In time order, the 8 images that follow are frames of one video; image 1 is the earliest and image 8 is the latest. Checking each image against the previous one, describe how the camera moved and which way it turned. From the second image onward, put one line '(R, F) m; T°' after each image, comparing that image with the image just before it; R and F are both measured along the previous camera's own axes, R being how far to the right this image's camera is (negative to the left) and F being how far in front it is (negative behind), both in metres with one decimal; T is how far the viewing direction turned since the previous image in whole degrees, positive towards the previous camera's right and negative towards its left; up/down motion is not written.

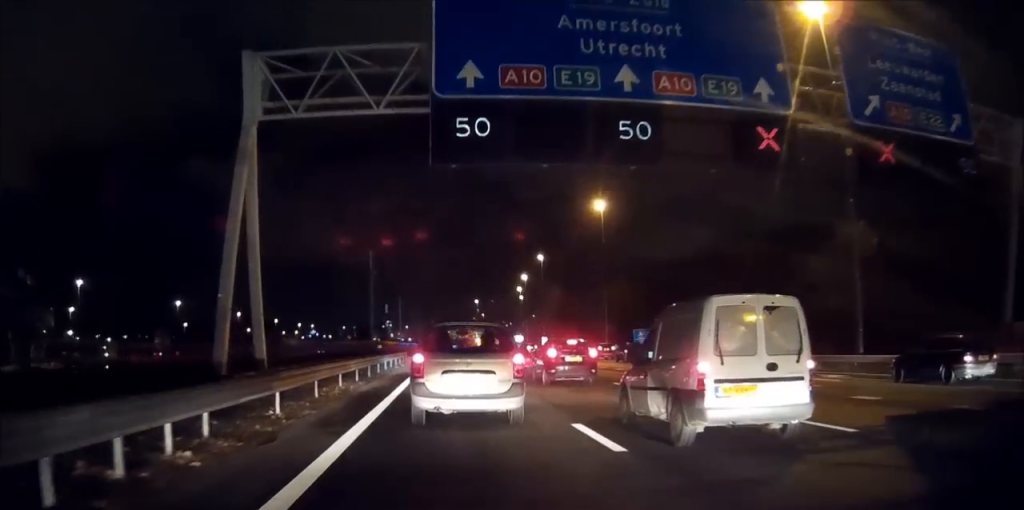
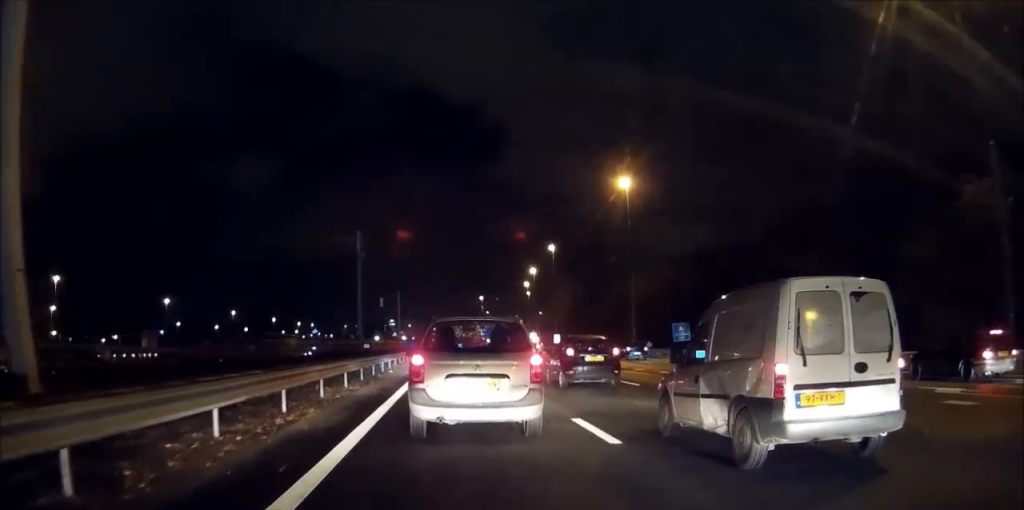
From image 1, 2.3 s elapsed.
(-0.2, +11.1) m; 0°
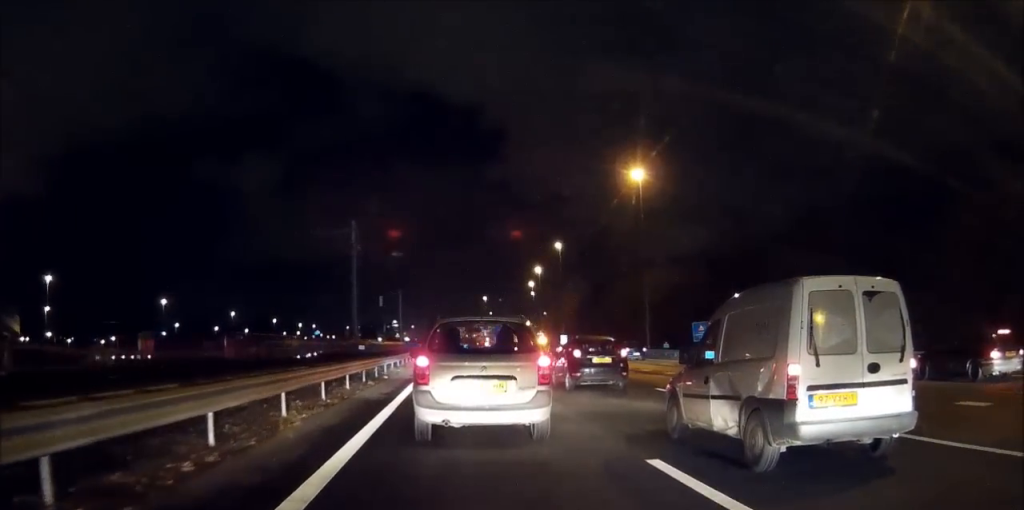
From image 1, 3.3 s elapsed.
(+0.2, +4.3) m; +1°
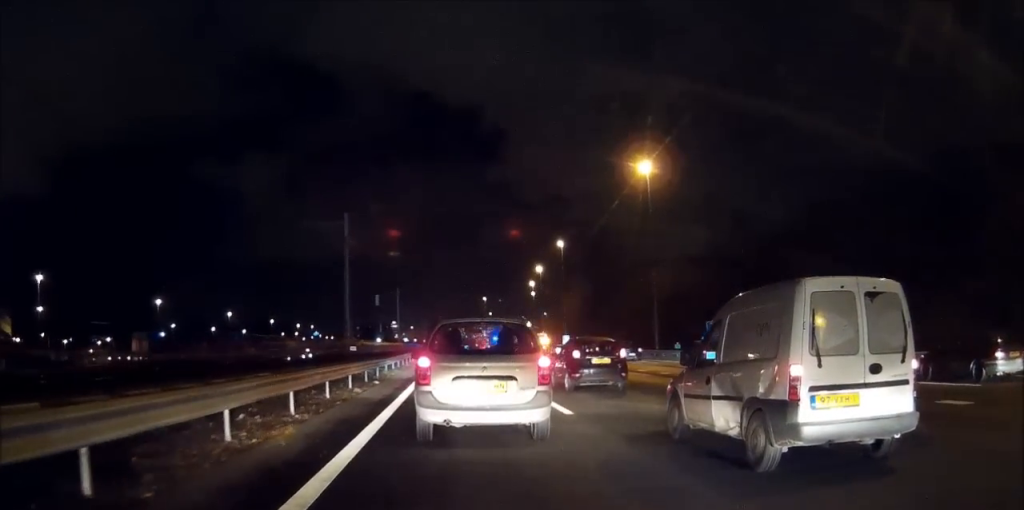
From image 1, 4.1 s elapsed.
(-0.1, +3.3) m; -1°
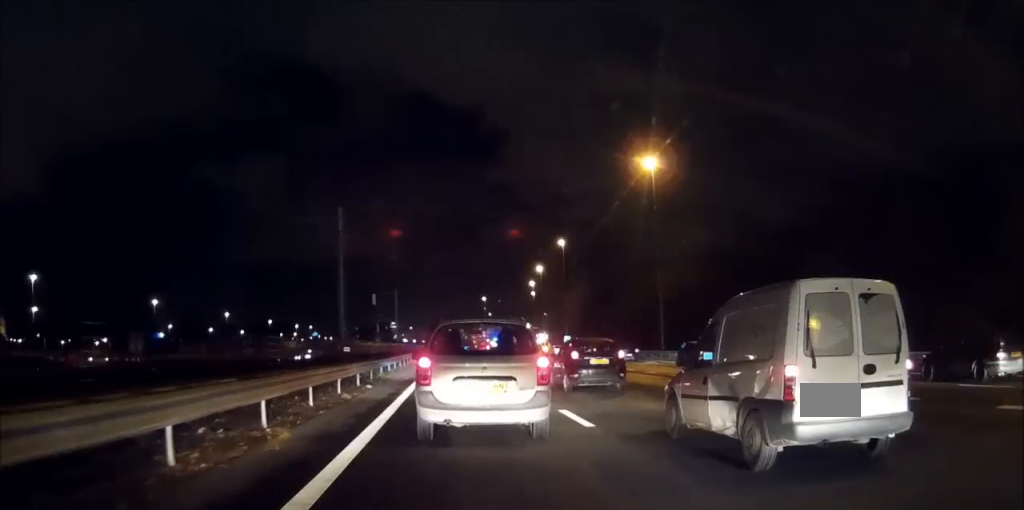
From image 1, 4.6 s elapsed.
(0.0, +2.0) m; +1°
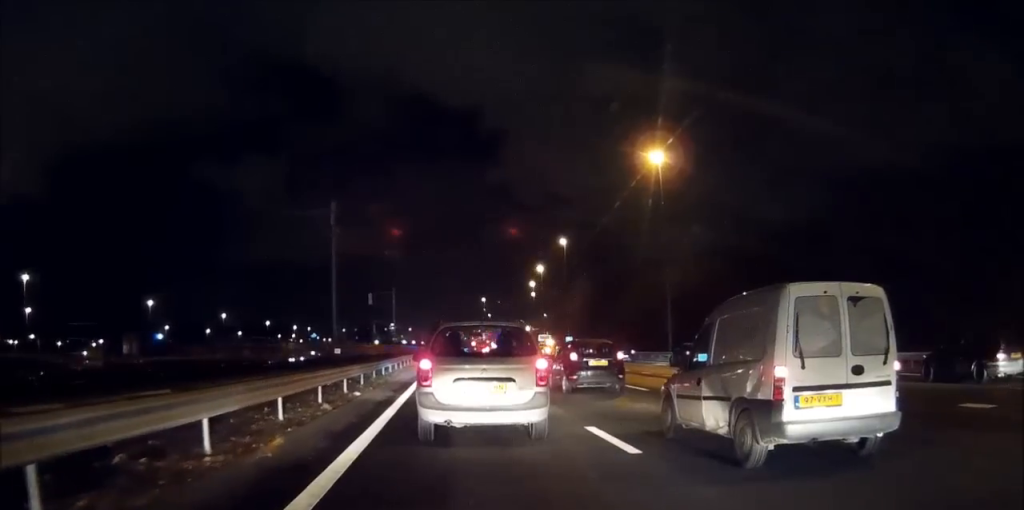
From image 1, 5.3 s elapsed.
(0.0, +2.7) m; +1°
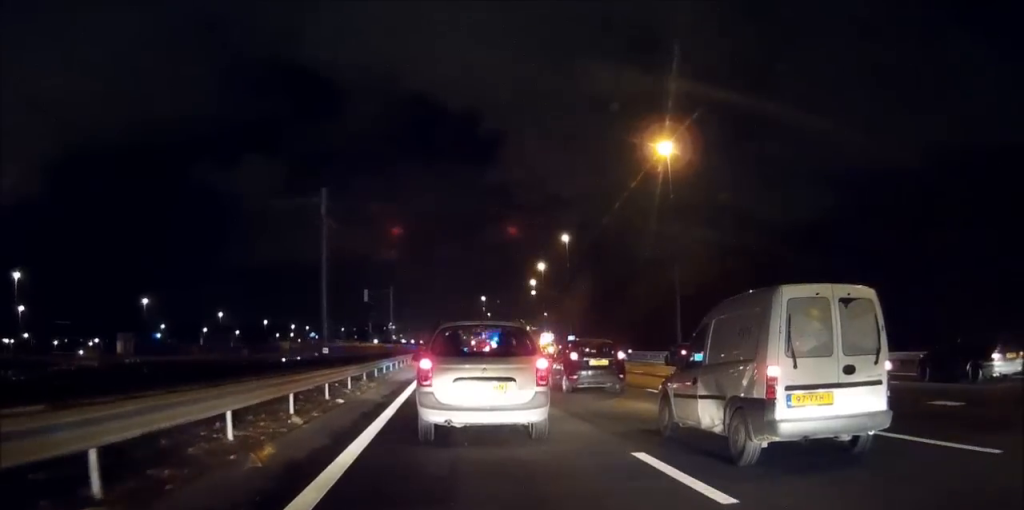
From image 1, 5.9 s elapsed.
(+0.1, +2.7) m; 0°
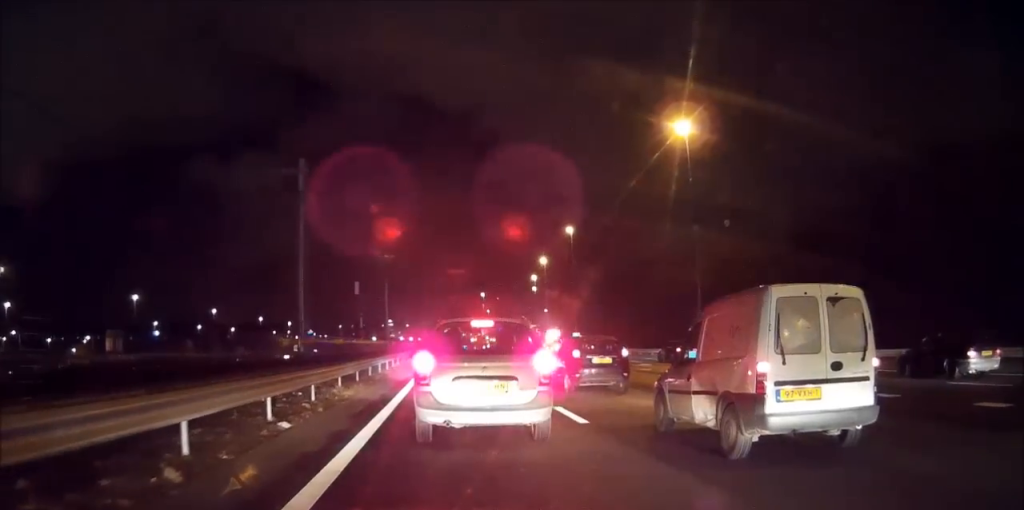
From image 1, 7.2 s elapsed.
(-0.1, +5.1) m; 0°
